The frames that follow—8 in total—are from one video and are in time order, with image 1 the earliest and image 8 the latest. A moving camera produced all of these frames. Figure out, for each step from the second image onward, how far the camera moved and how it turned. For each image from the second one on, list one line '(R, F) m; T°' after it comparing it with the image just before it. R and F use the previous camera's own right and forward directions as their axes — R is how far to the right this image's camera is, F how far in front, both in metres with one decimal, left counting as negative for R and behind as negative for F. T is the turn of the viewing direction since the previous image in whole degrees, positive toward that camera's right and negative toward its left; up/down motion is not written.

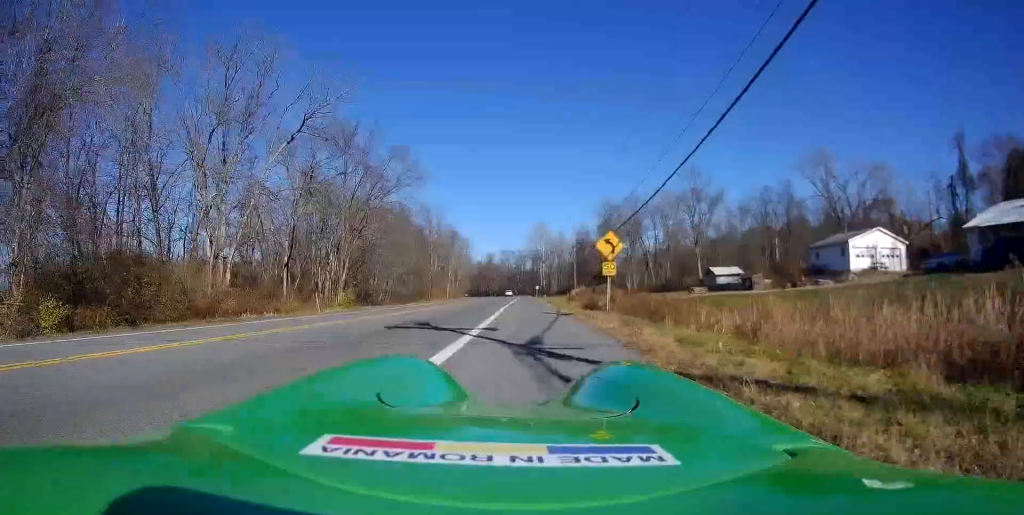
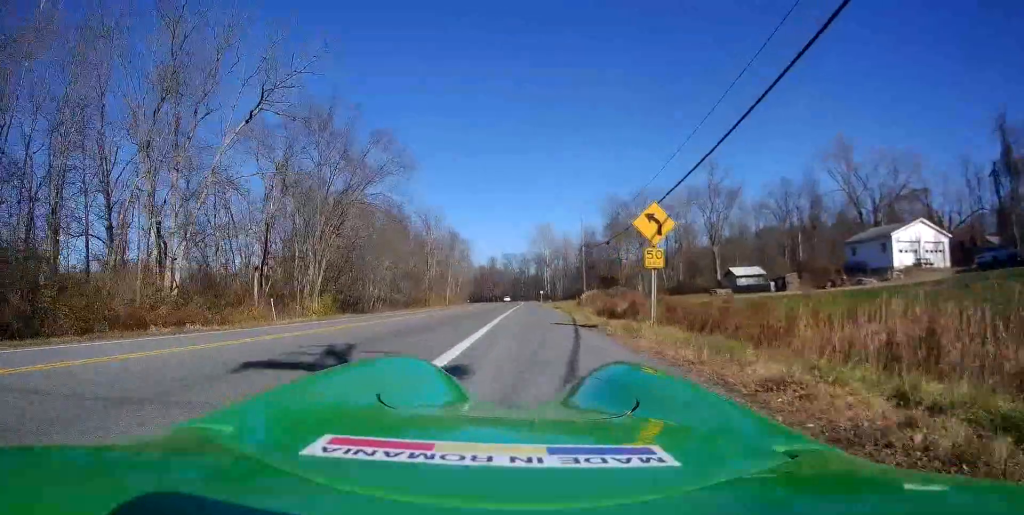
(-0.2, +6.8) m; +1°
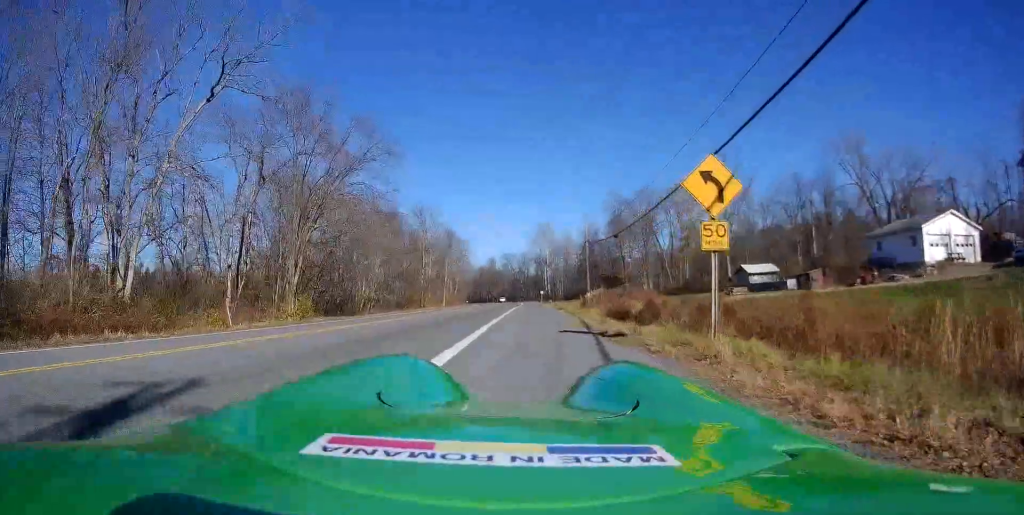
(+0.2, +4.6) m; -1°
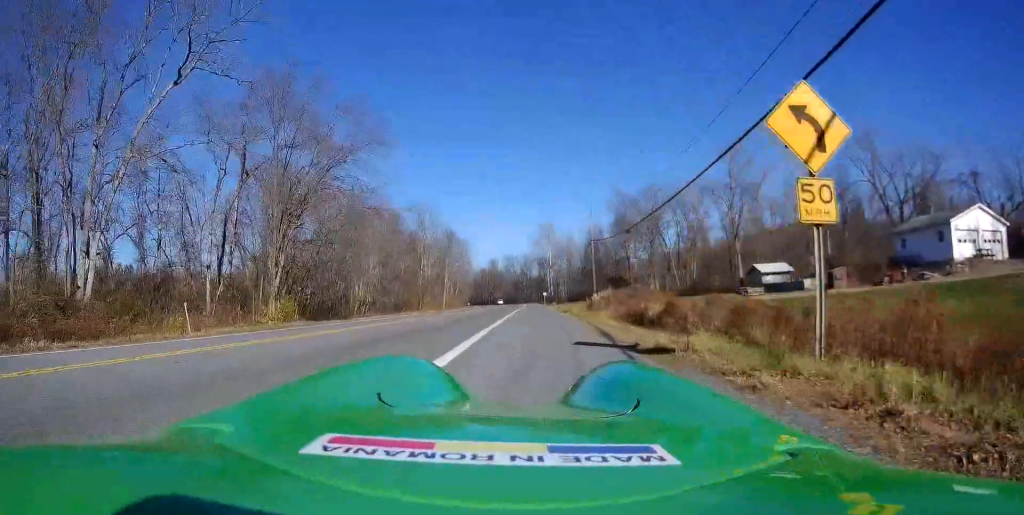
(+0.2, +3.6) m; 0°
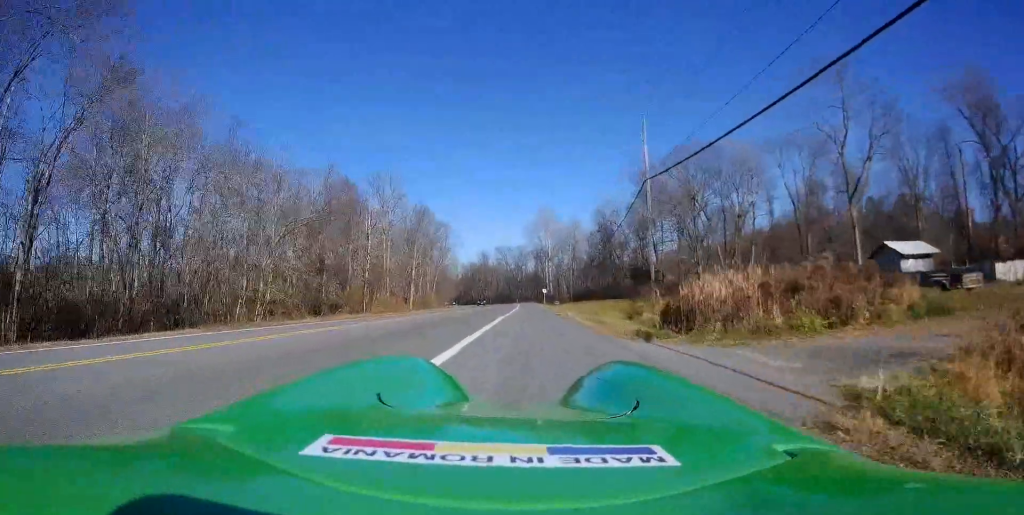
(+0.4, +28.5) m; 0°
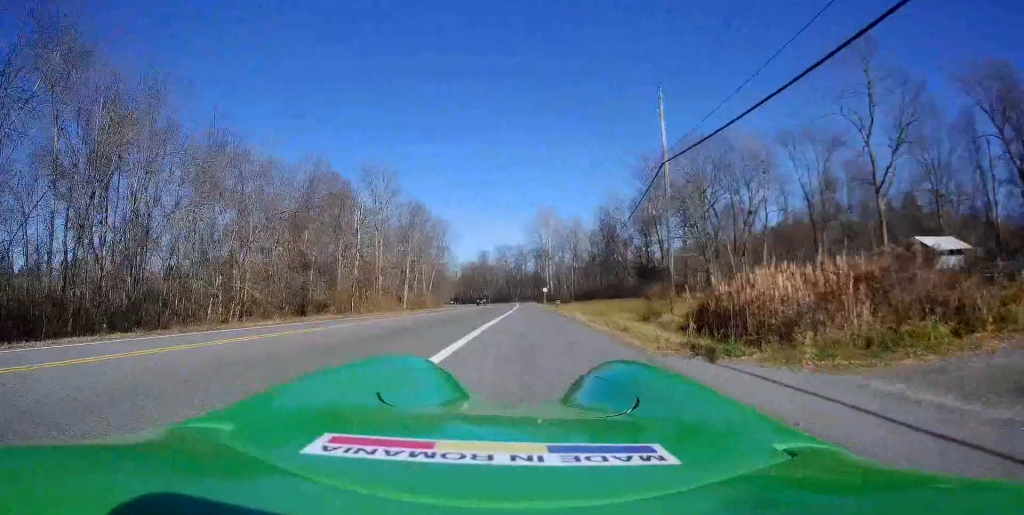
(-0.3, +4.0) m; 0°
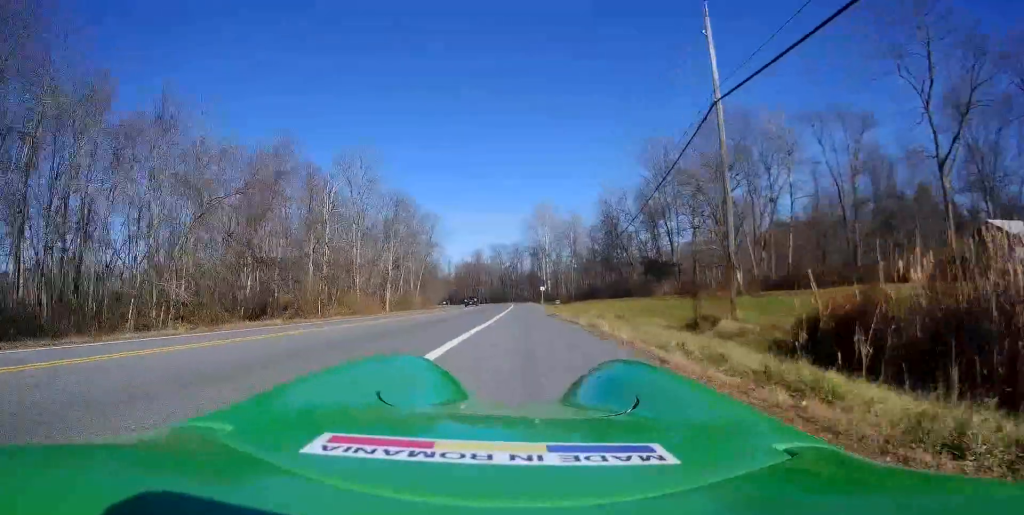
(+0.2, +8.4) m; +1°
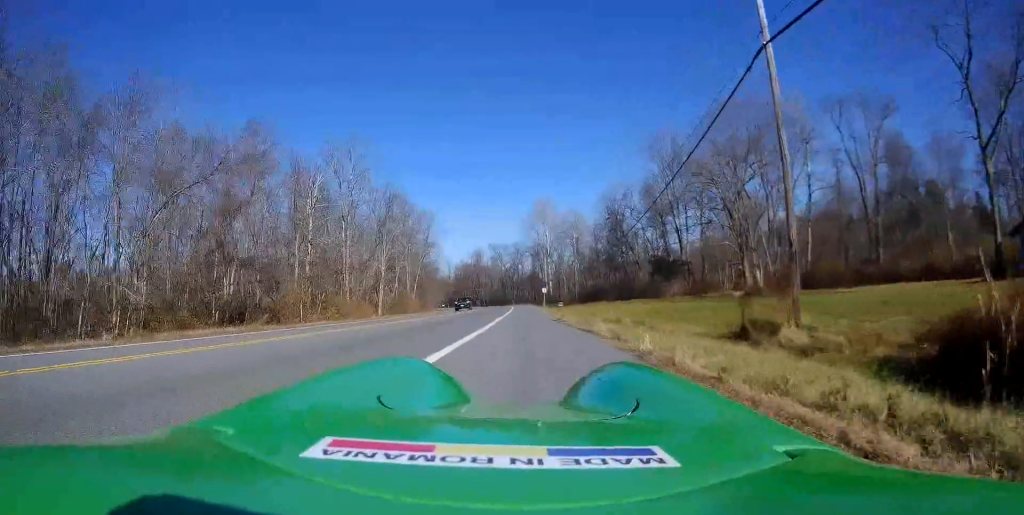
(+0.1, +4.3) m; 0°
